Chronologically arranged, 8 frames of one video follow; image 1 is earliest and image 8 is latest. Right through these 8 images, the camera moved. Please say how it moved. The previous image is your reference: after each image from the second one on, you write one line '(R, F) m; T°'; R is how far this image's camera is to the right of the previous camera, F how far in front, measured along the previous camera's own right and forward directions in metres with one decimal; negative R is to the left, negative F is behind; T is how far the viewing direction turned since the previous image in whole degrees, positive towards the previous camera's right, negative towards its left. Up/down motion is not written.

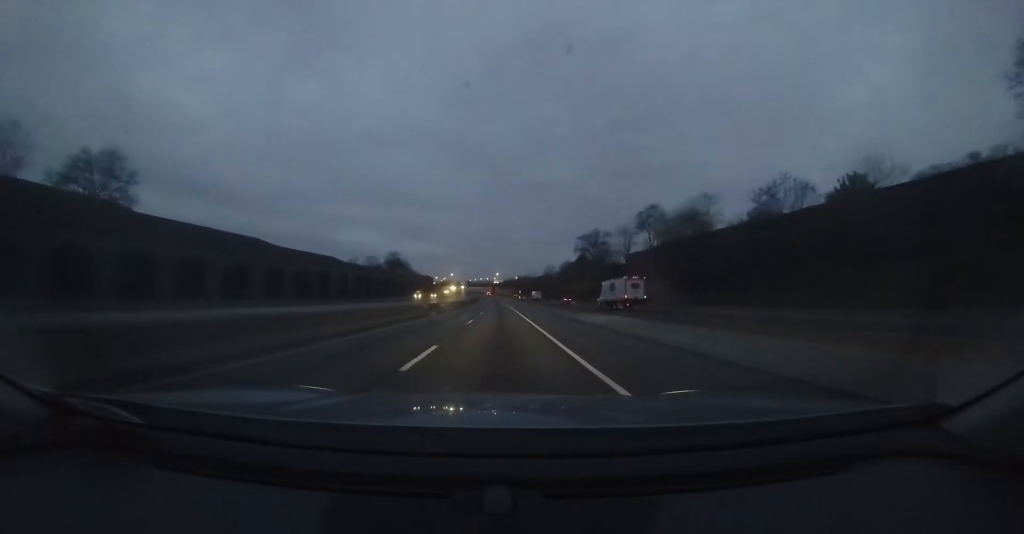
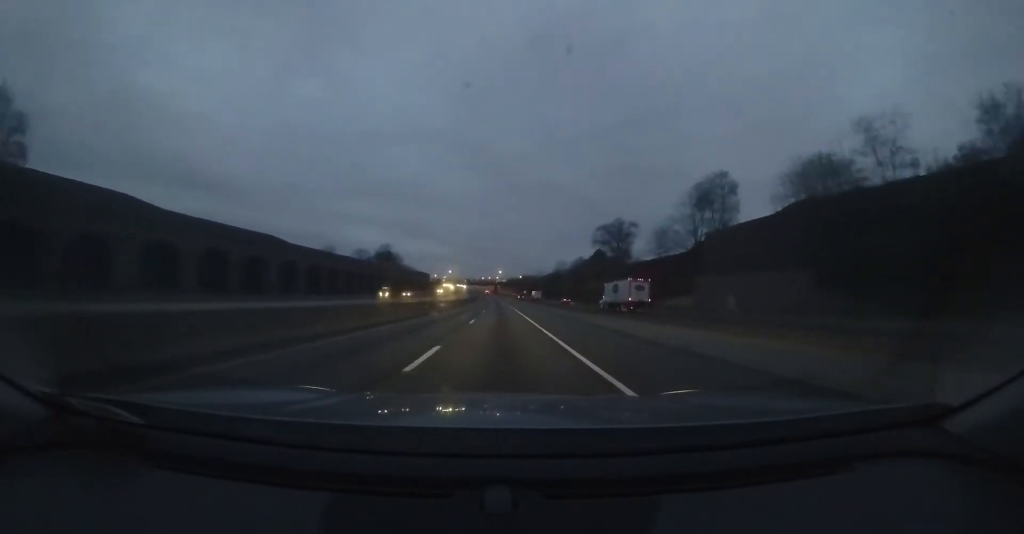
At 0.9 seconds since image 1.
(0.0, +25.0) m; -1°
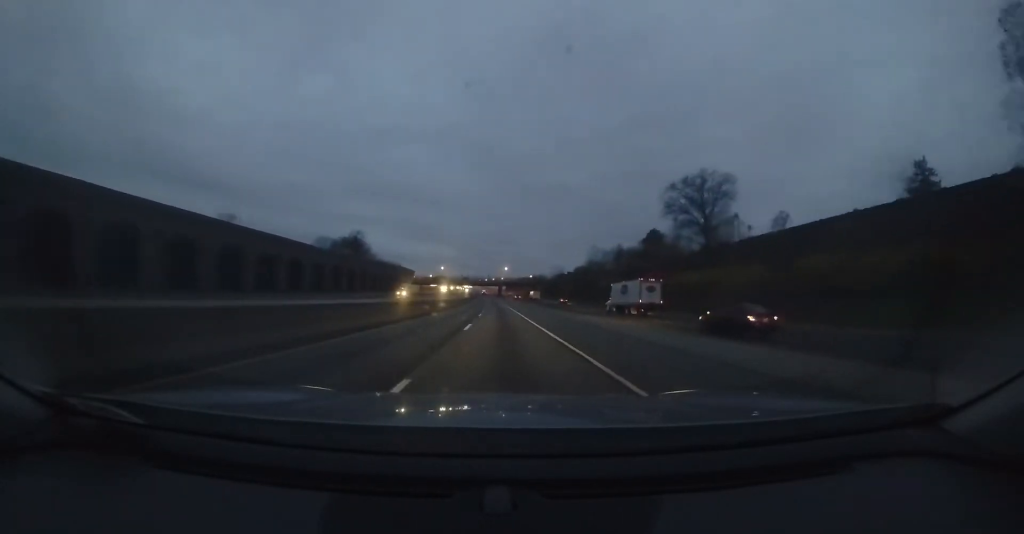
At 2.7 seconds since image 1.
(-1.0, +52.5) m; -2°
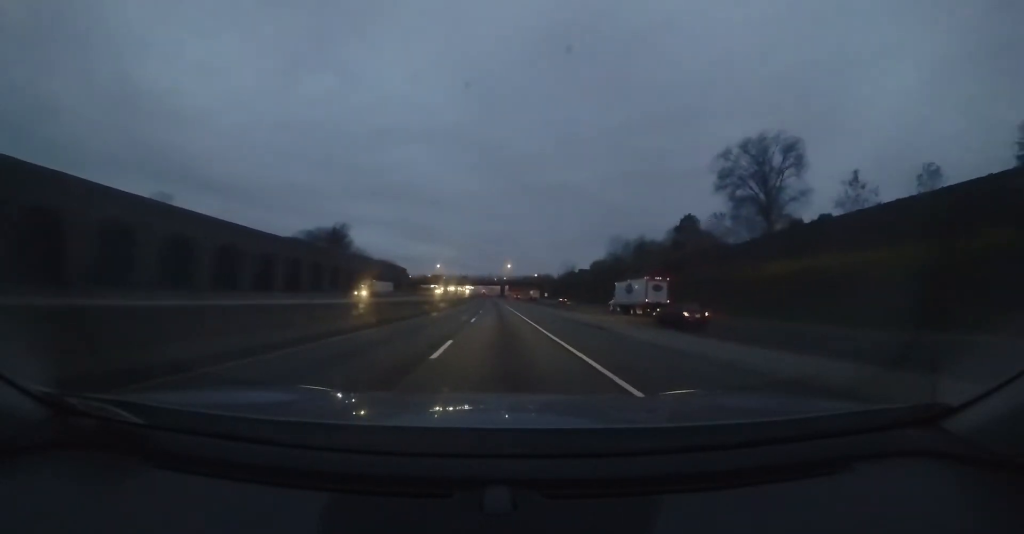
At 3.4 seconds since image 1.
(0.0, +19.0) m; 0°
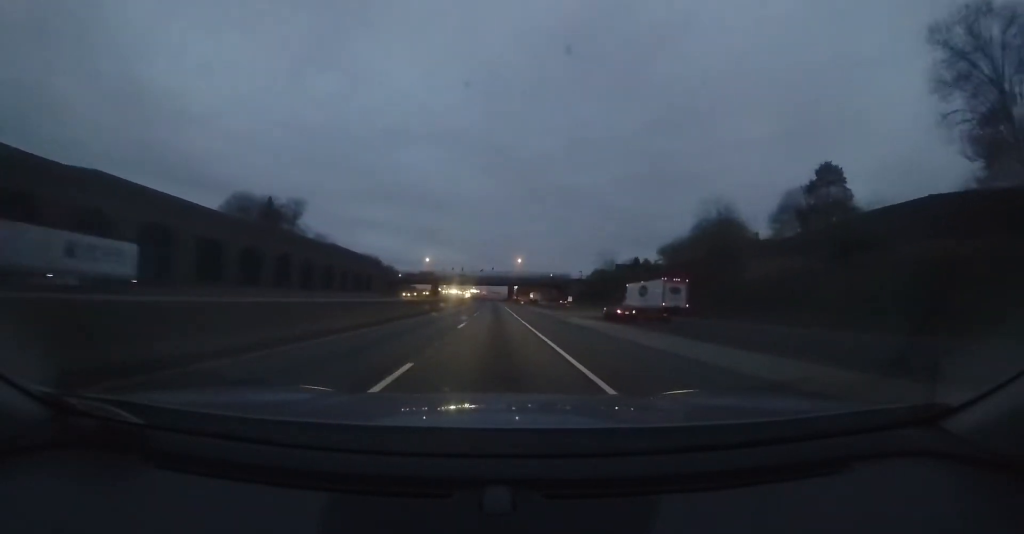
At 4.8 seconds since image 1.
(-0.6, +40.5) m; -2°
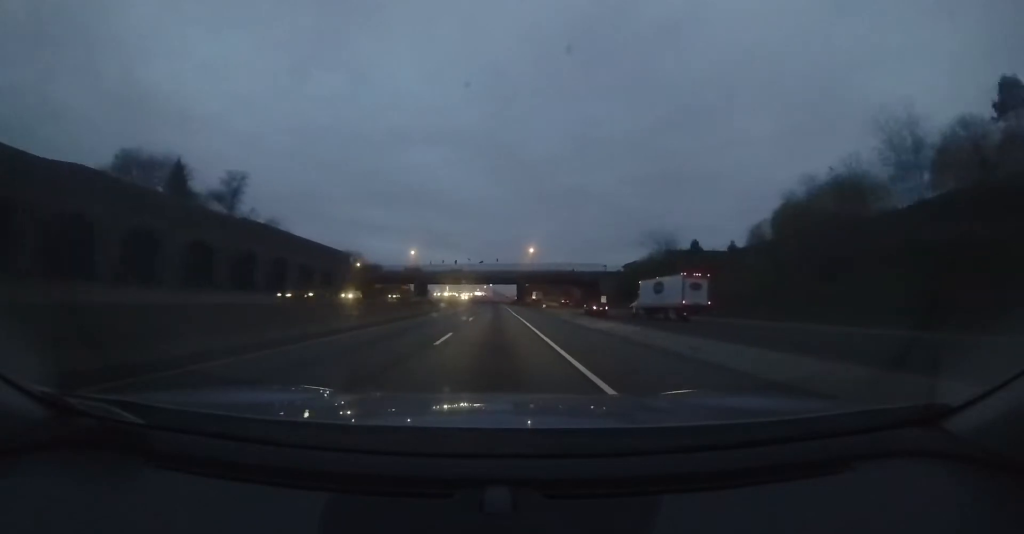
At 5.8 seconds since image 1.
(-0.3, +30.3) m; -1°
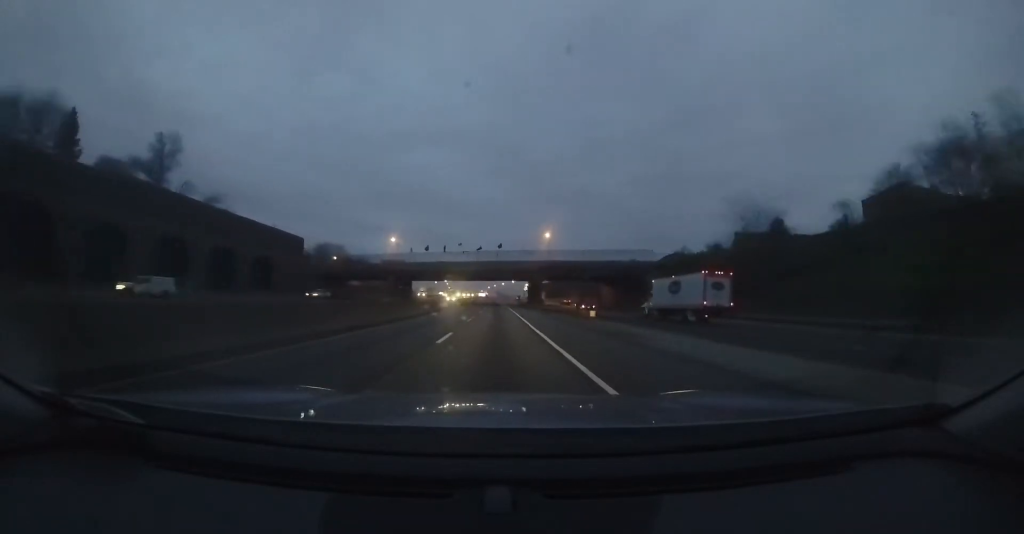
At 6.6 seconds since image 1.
(0.0, +23.7) m; 0°
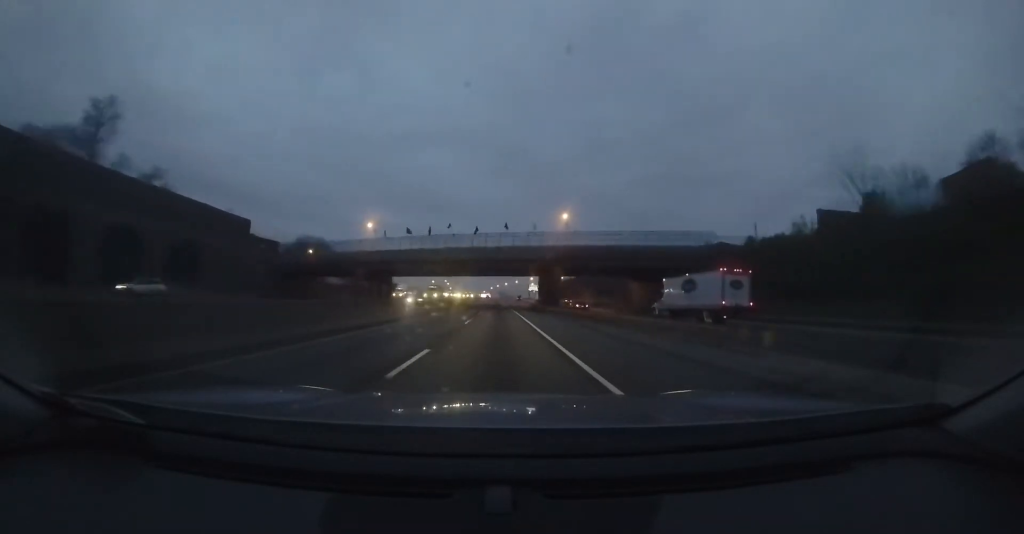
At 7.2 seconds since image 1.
(0.0, +16.9) m; -1°
